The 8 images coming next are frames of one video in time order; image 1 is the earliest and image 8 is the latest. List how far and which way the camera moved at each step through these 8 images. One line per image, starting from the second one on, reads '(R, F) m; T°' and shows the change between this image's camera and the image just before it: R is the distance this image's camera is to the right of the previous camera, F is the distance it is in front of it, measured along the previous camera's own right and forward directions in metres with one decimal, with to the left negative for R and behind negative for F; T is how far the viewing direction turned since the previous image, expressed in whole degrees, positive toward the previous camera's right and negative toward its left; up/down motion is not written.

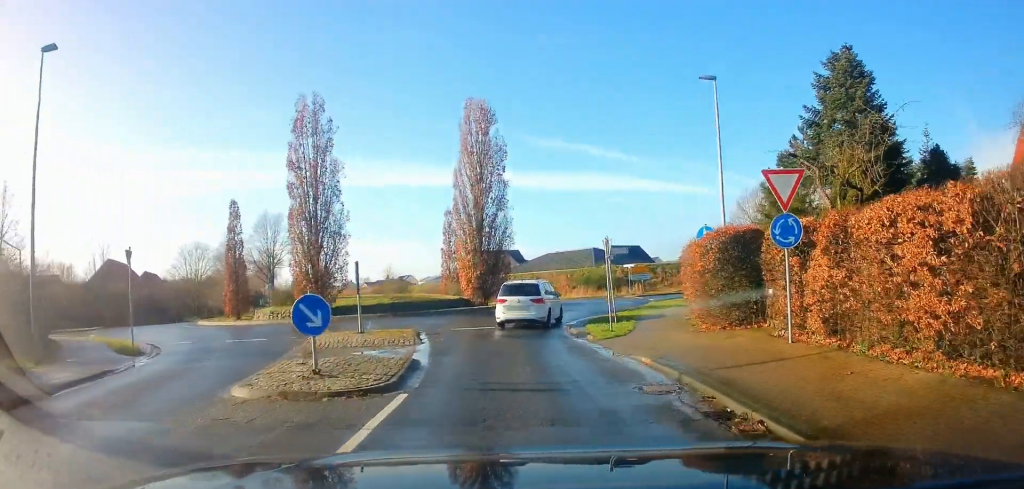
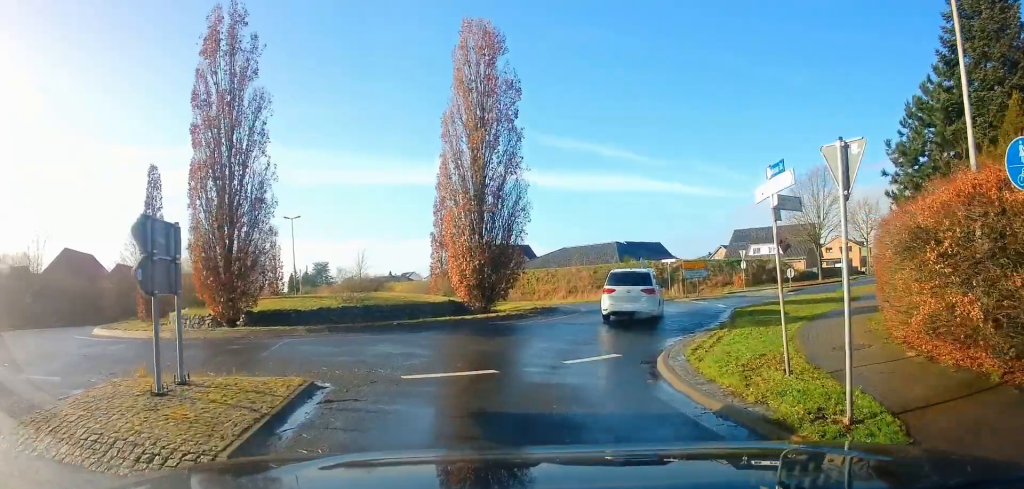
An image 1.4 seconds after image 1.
(-0.1, +10.7) m; +4°
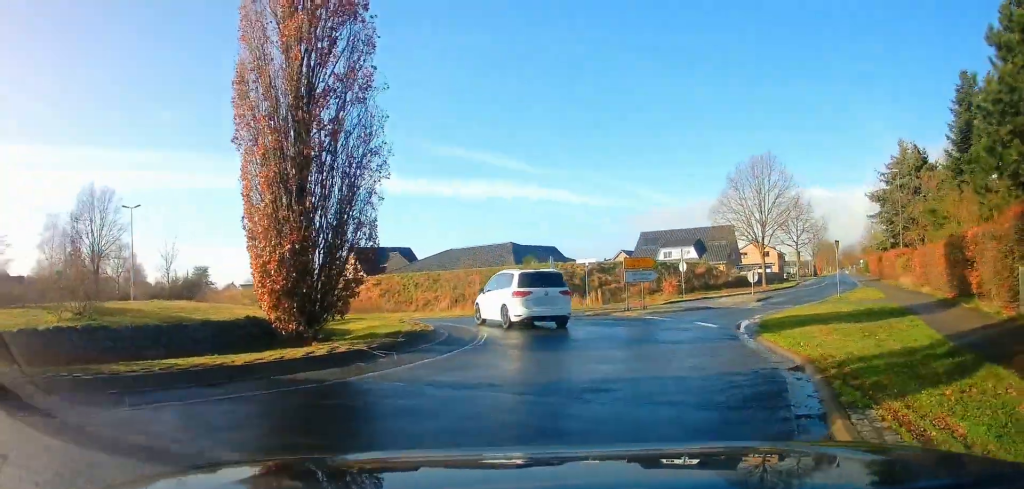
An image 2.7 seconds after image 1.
(+1.2, +9.8) m; +14°
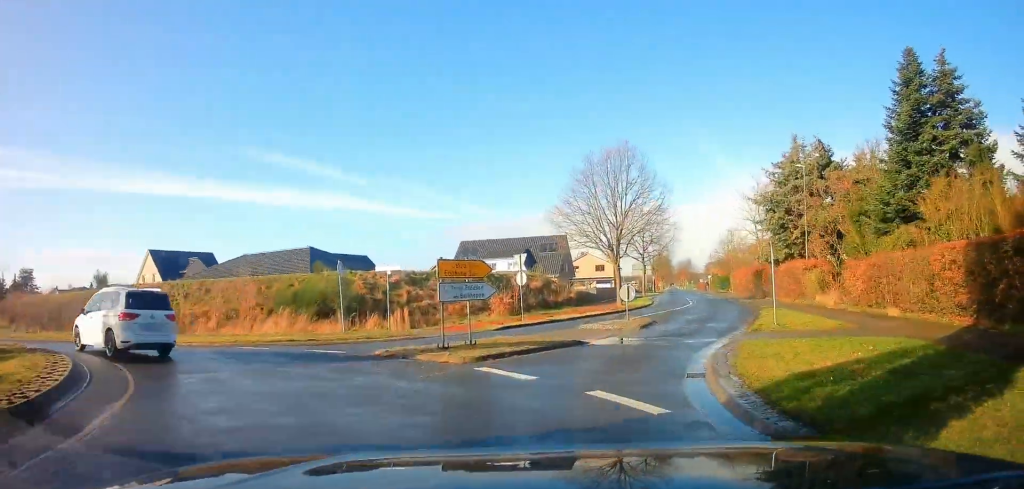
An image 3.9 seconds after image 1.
(+1.2, +8.8) m; +17°
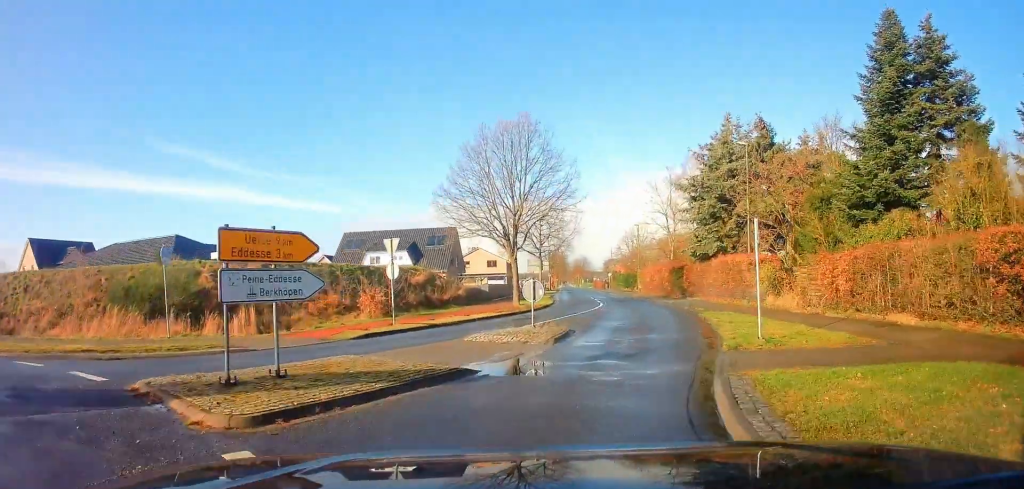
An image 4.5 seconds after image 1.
(+0.4, +5.7) m; +11°
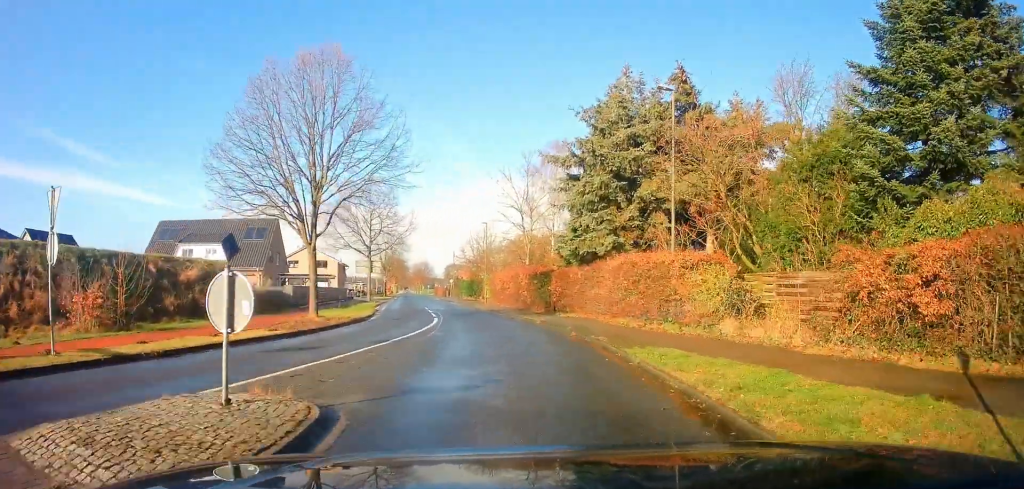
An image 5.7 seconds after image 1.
(+1.2, +10.1) m; +8°
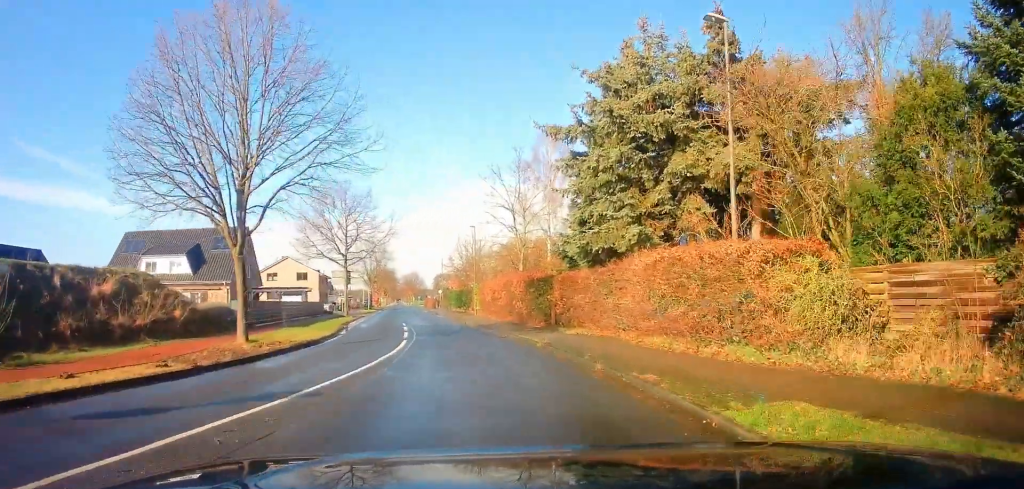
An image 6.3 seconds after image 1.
(+0.2, +5.6) m; -1°
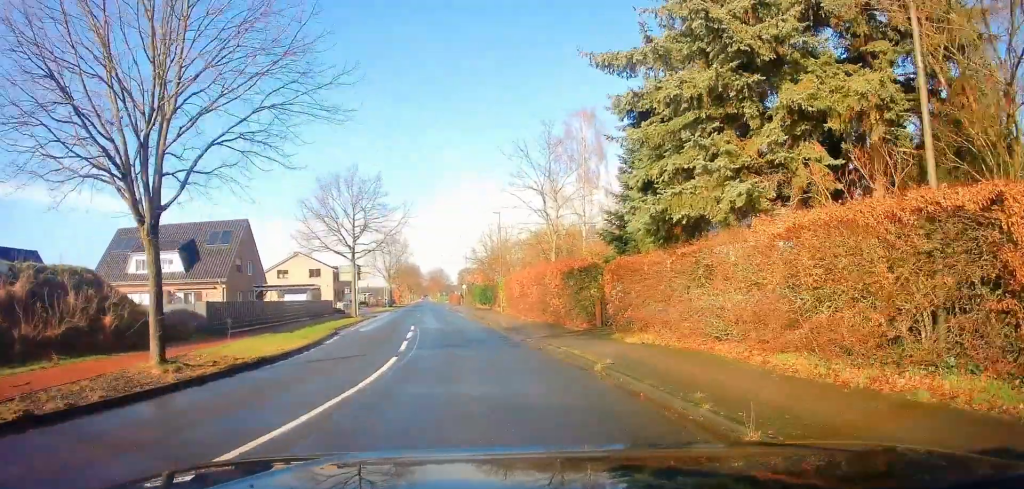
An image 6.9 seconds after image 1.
(-0.2, +5.7) m; -2°
